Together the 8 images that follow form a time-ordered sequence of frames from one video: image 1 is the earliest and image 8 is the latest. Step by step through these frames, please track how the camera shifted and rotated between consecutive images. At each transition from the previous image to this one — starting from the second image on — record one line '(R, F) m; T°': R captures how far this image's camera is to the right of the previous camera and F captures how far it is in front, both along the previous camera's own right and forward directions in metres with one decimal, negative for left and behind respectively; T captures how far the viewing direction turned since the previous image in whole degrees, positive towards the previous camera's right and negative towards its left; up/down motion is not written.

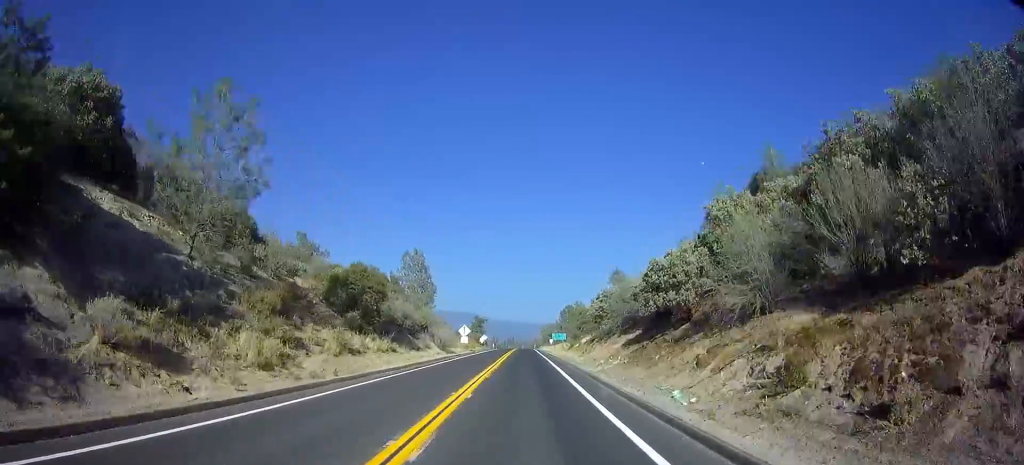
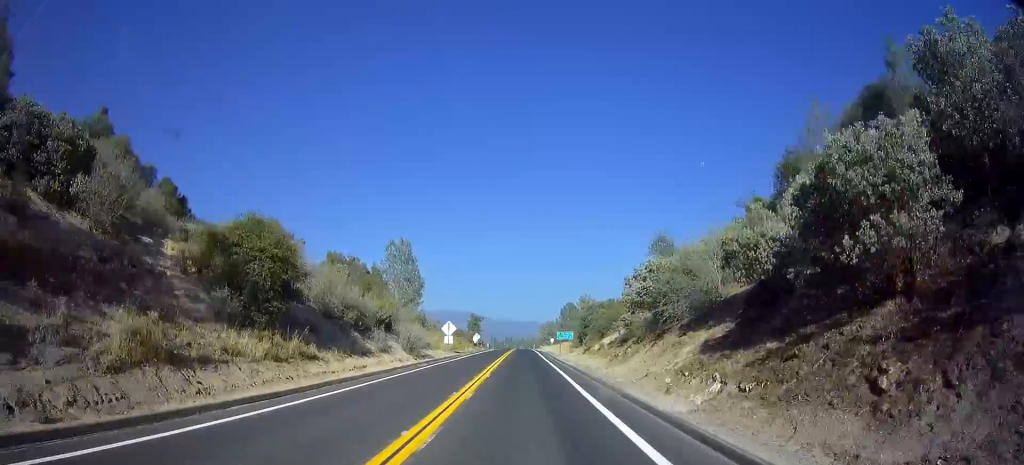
(-0.1, +13.9) m; 0°
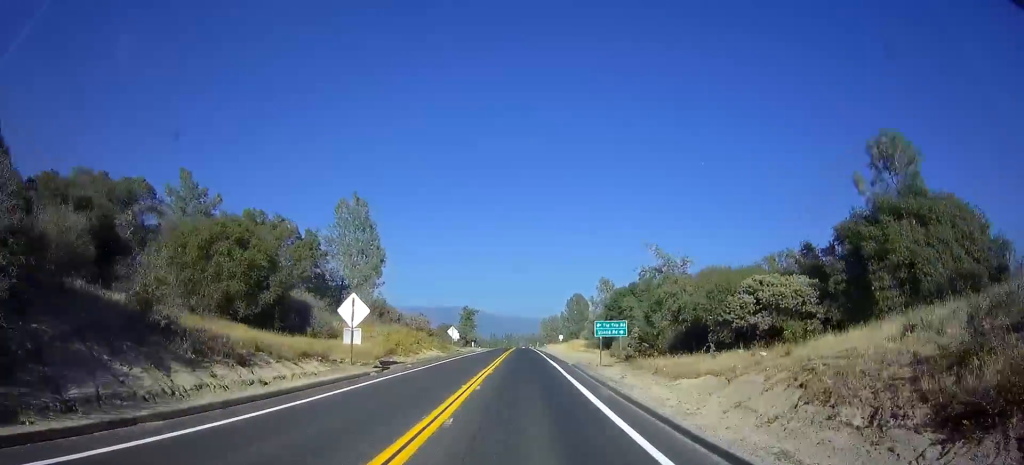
(-0.3, +34.1) m; 0°
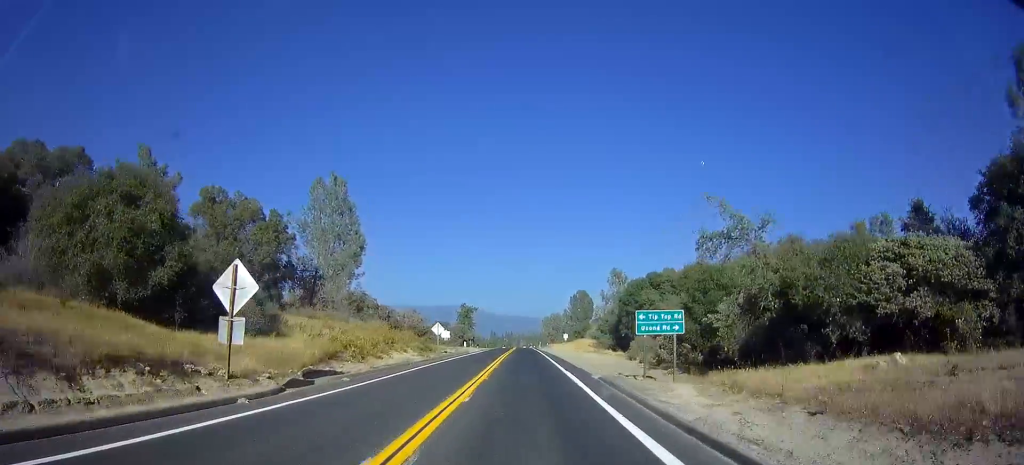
(+0.2, +11.5) m; 0°
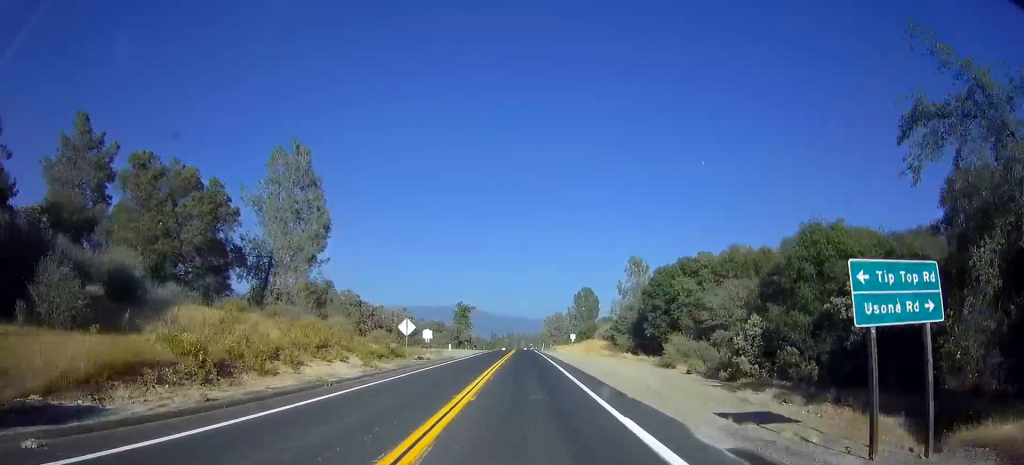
(+0.2, +14.2) m; 0°
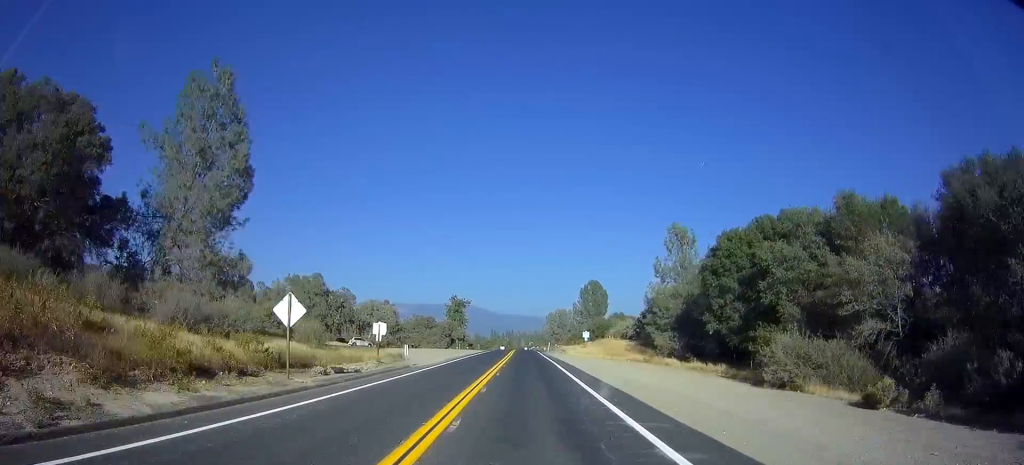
(-0.2, +19.4) m; 0°
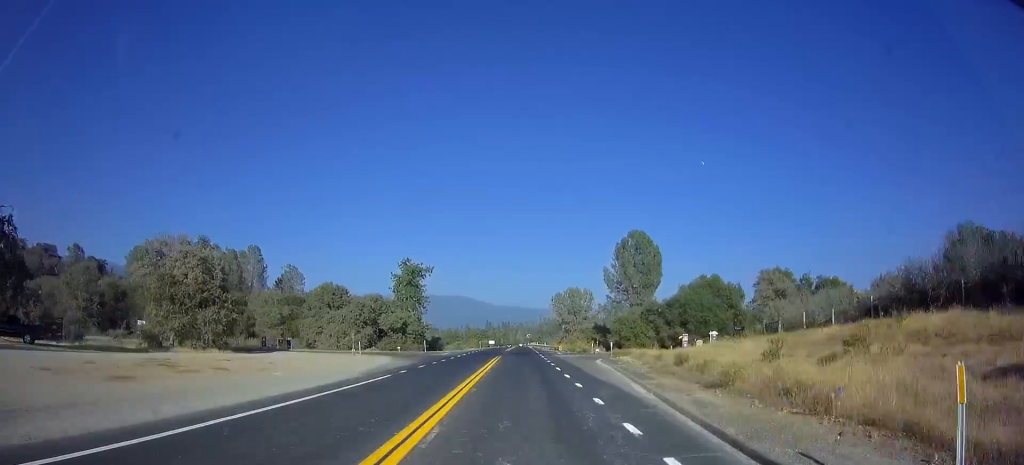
(-0.7, +73.6) m; 0°
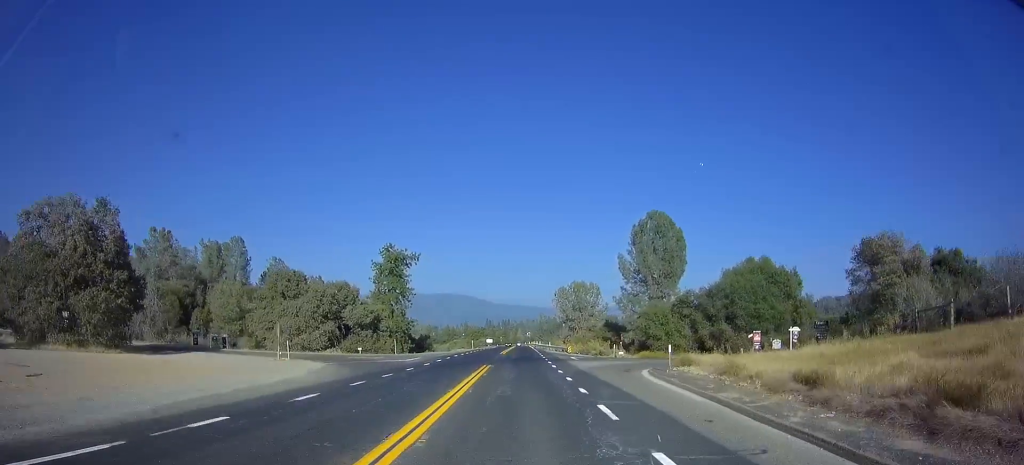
(+0.1, +15.8) m; 0°
